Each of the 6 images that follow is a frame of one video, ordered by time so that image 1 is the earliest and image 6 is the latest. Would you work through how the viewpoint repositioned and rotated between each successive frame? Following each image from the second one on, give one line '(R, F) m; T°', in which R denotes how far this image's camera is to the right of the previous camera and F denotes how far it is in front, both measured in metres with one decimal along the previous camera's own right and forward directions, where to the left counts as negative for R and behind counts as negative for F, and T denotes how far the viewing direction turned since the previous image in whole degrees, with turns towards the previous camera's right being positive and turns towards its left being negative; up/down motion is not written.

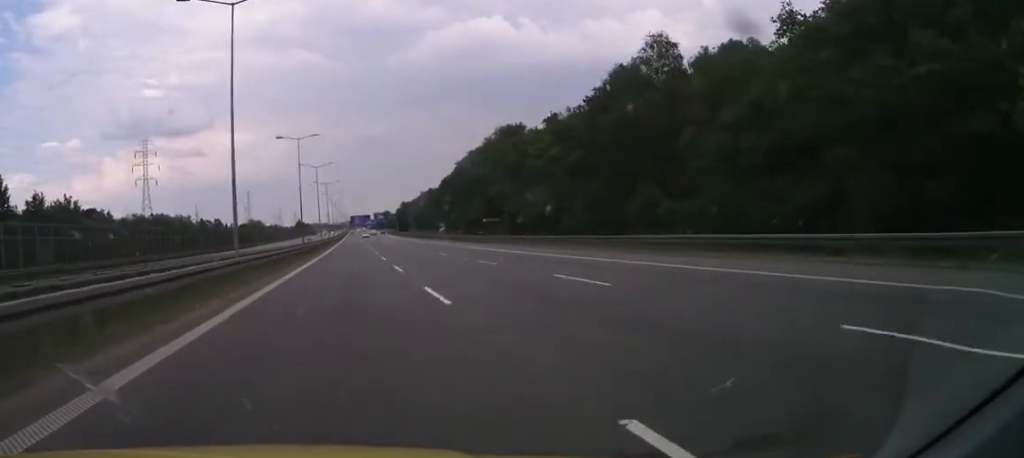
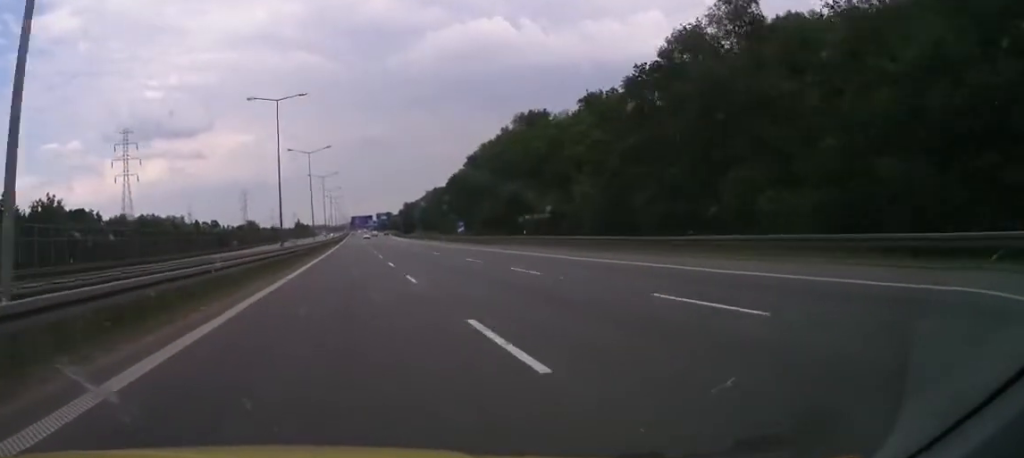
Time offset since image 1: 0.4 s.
(0.0, +18.0) m; 0°
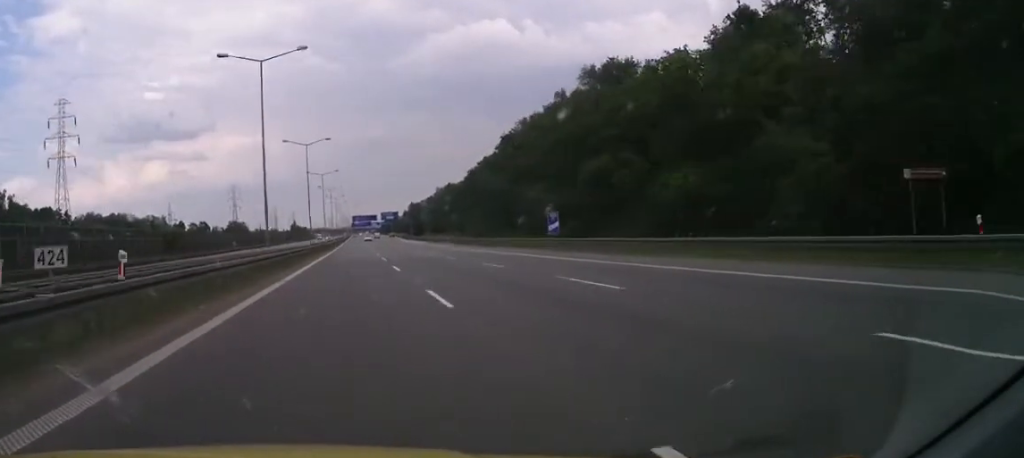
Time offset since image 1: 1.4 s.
(0.0, +41.7) m; 0°
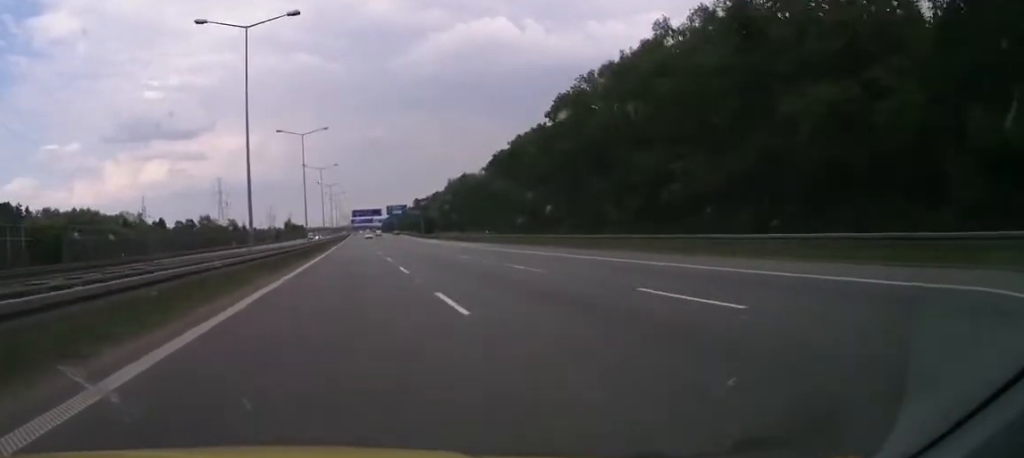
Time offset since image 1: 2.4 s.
(-0.1, +40.3) m; 0°
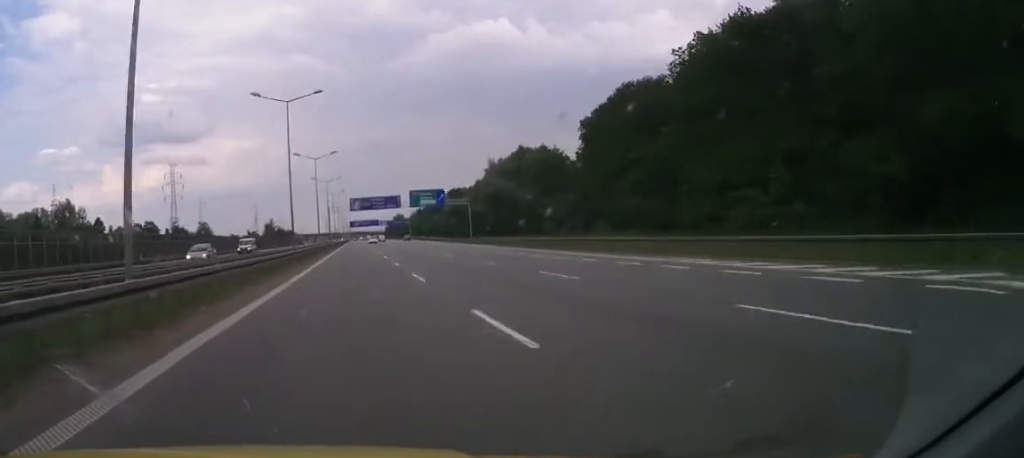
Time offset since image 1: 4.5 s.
(-0.3, +85.9) m; 0°
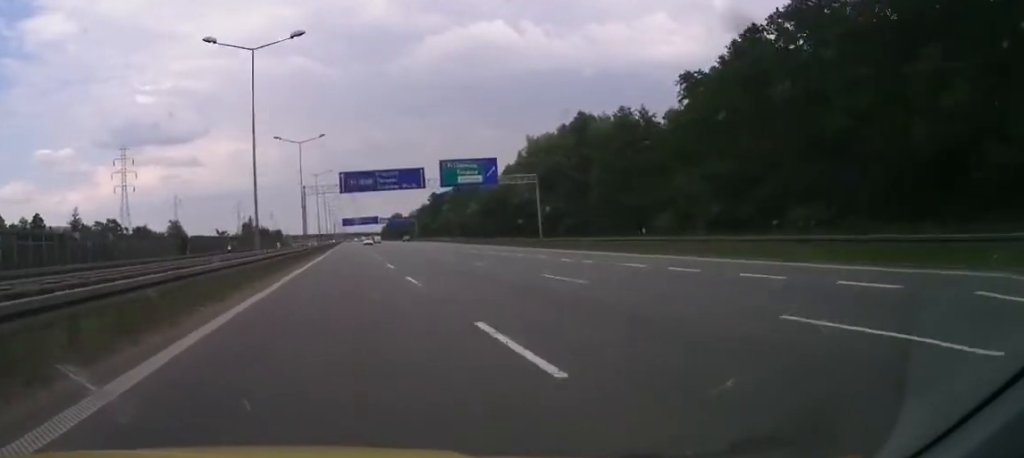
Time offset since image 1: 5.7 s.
(+0.3, +49.5) m; +1°
